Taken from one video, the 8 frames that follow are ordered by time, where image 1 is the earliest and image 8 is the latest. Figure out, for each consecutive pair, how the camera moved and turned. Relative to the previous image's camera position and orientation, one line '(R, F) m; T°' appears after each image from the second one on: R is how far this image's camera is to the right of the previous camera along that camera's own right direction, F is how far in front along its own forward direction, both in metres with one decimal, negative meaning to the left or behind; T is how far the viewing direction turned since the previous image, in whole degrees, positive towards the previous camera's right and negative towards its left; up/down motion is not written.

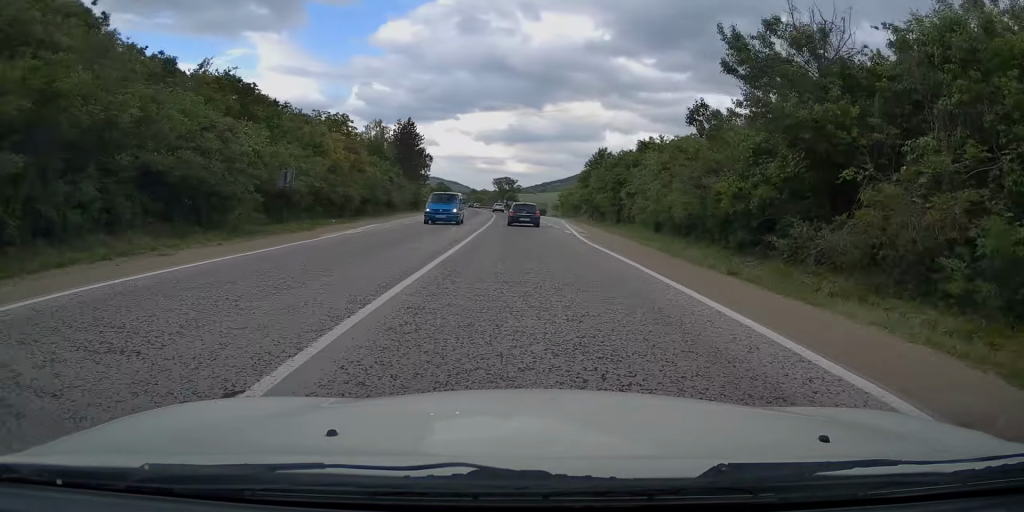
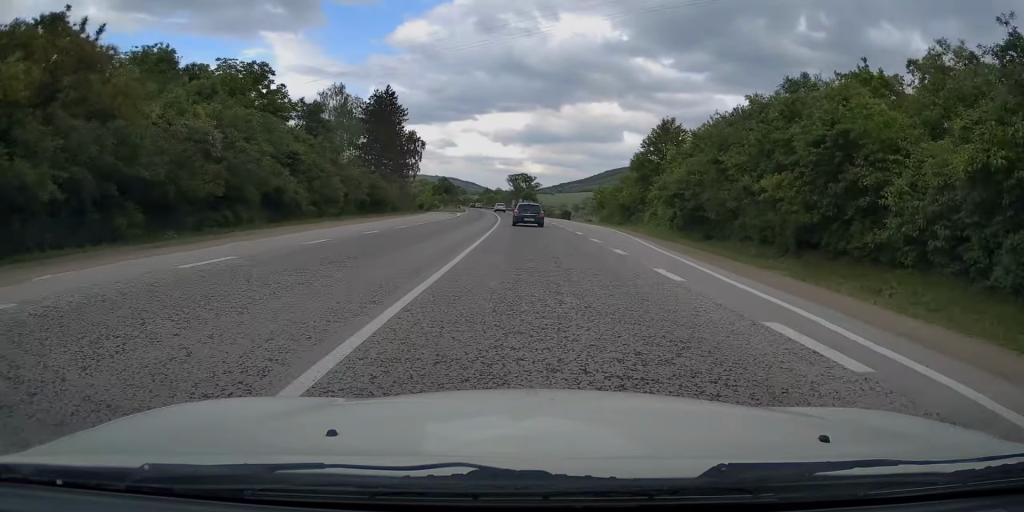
(-0.5, +30.9) m; -3°
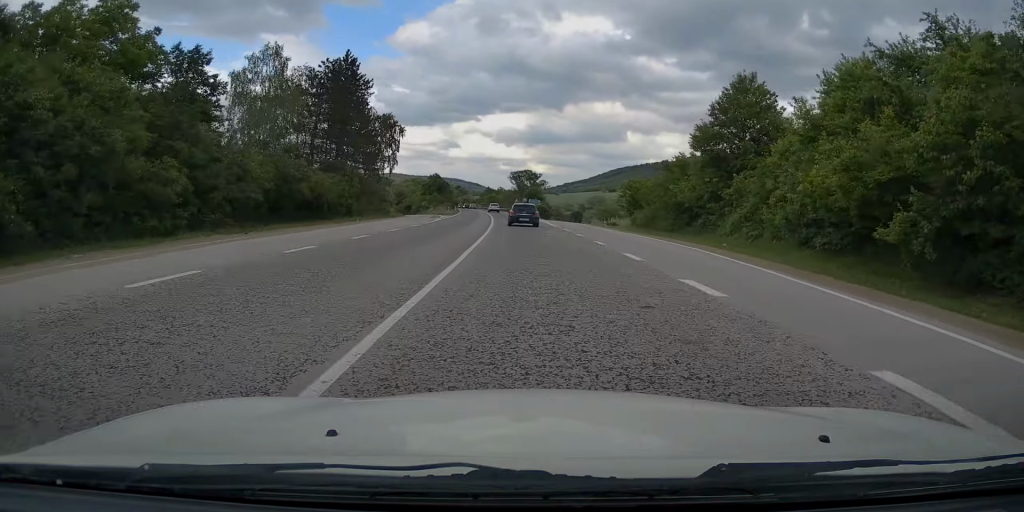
(-0.5, +20.0) m; -1°
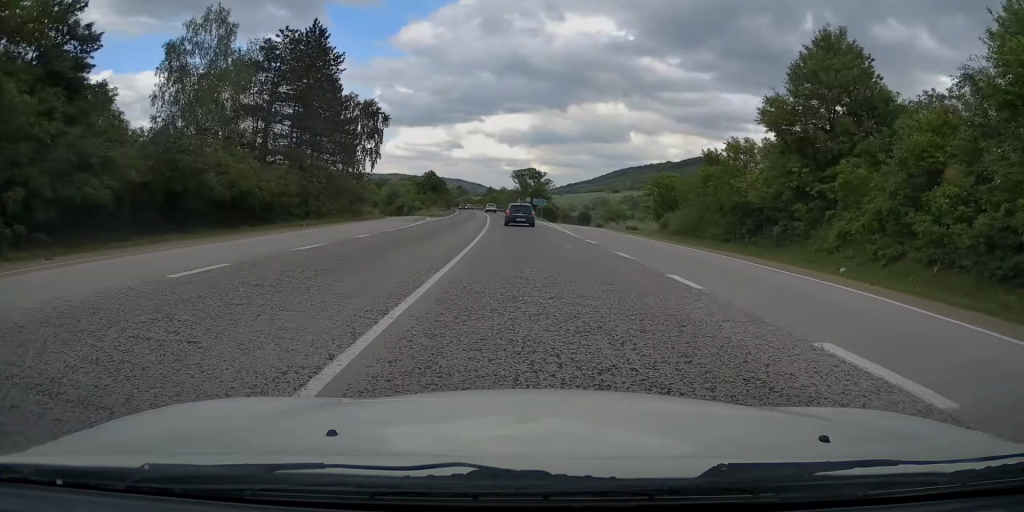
(0.0, +10.9) m; 0°
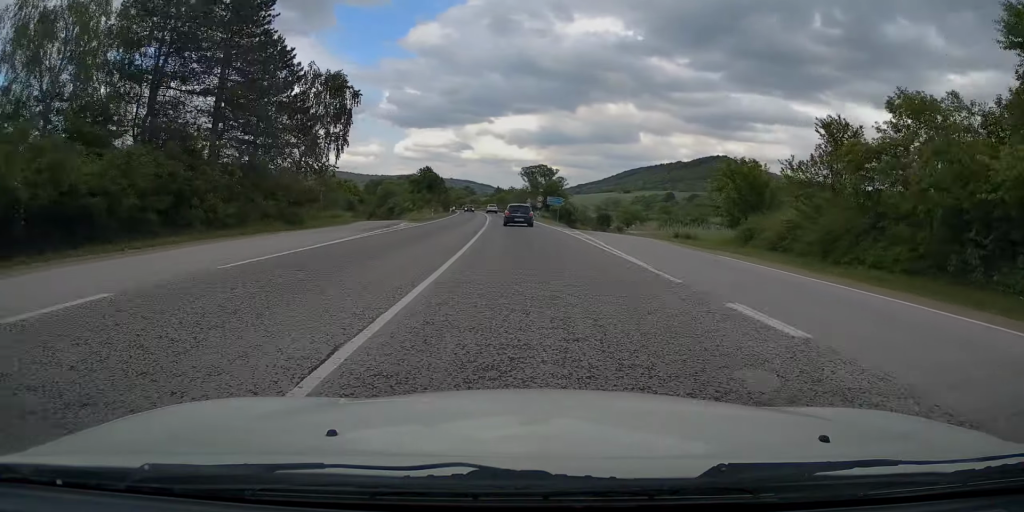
(+0.3, +15.5) m; 0°
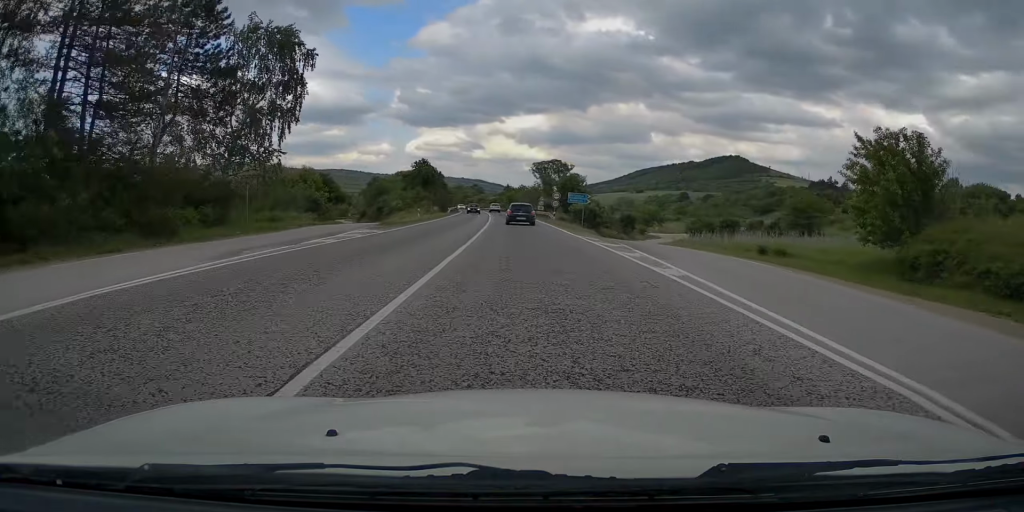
(-0.3, +14.2) m; -1°
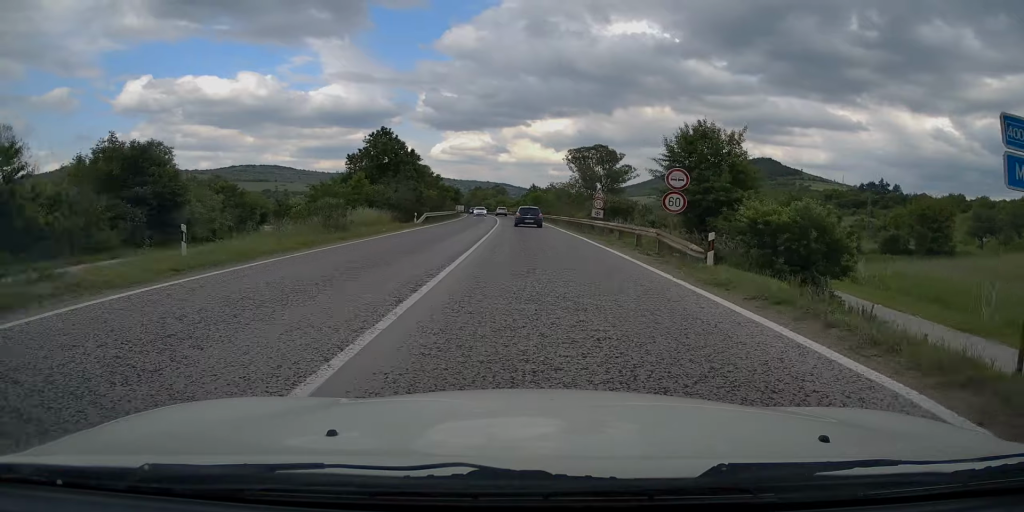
(-0.8, +37.6) m; -3°
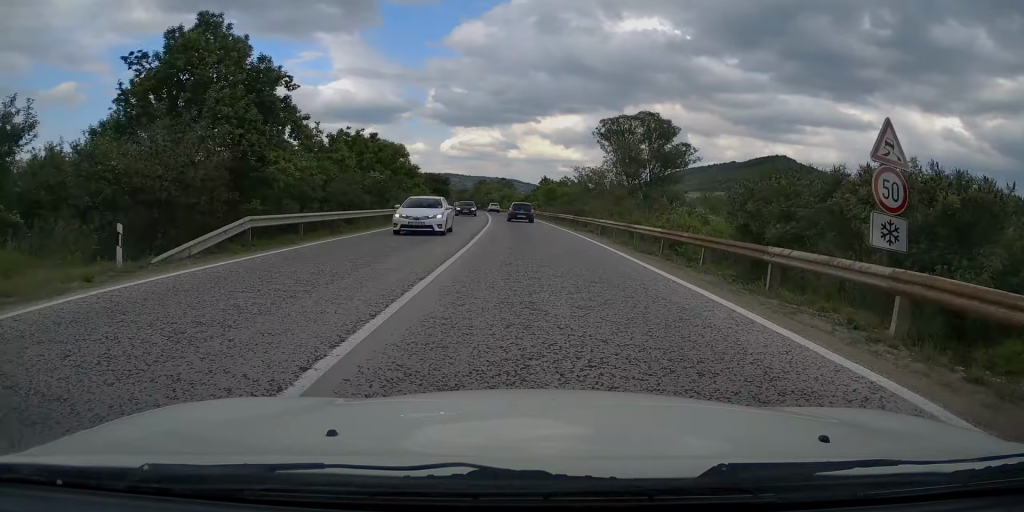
(-0.3, +30.4) m; -1°
